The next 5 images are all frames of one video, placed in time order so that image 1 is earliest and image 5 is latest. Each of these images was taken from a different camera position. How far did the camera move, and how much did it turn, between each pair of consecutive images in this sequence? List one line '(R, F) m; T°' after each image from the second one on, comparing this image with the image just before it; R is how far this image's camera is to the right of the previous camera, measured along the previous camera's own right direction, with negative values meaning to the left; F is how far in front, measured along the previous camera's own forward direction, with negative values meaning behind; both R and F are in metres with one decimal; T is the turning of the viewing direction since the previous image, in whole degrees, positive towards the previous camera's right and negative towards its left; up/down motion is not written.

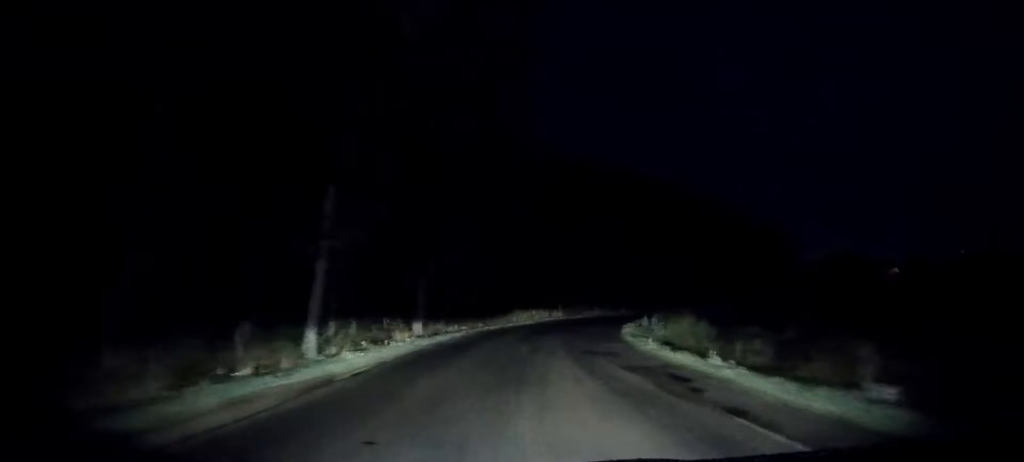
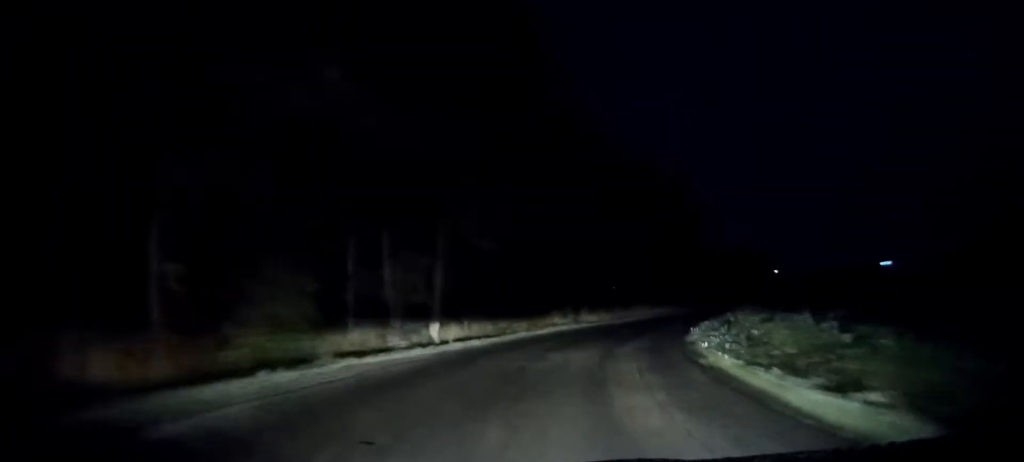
(+6.5, +47.6) m; +19°
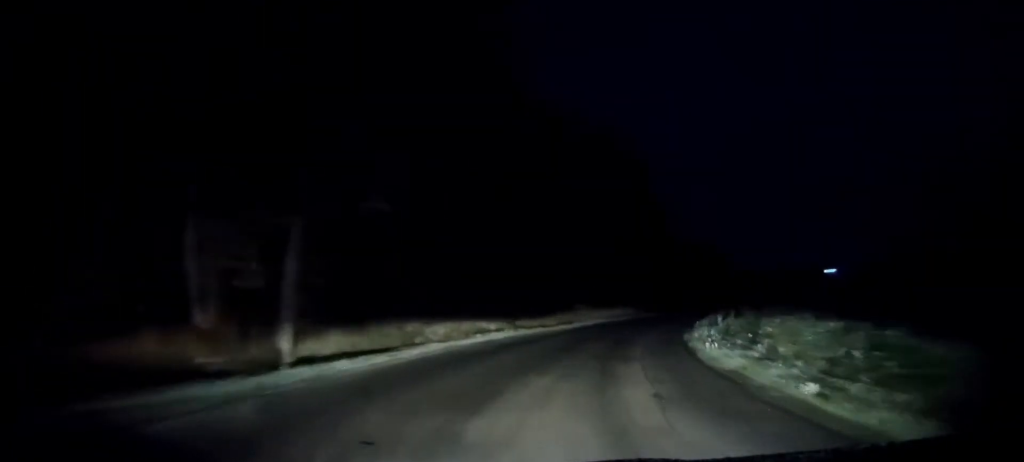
(+0.3, +9.3) m; +6°
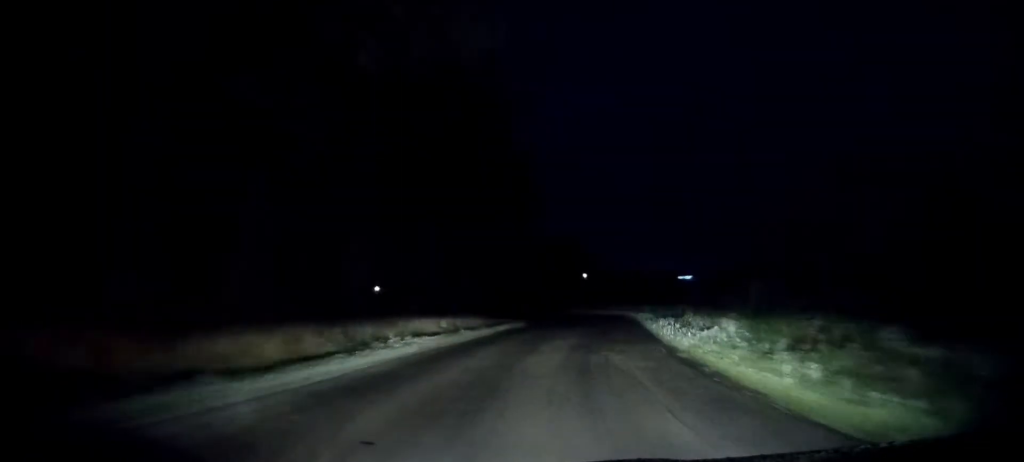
(+2.2, +22.5) m; +10°
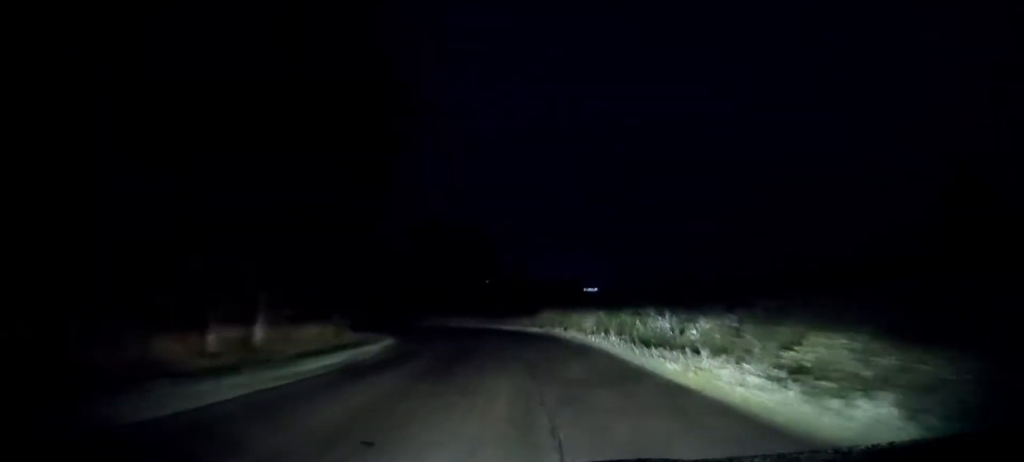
(+1.3, +18.3) m; +7°
